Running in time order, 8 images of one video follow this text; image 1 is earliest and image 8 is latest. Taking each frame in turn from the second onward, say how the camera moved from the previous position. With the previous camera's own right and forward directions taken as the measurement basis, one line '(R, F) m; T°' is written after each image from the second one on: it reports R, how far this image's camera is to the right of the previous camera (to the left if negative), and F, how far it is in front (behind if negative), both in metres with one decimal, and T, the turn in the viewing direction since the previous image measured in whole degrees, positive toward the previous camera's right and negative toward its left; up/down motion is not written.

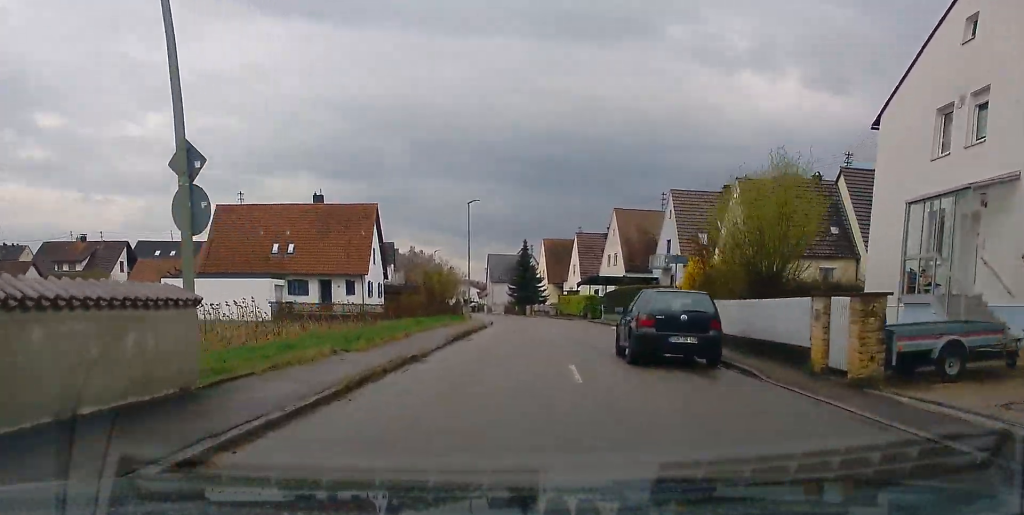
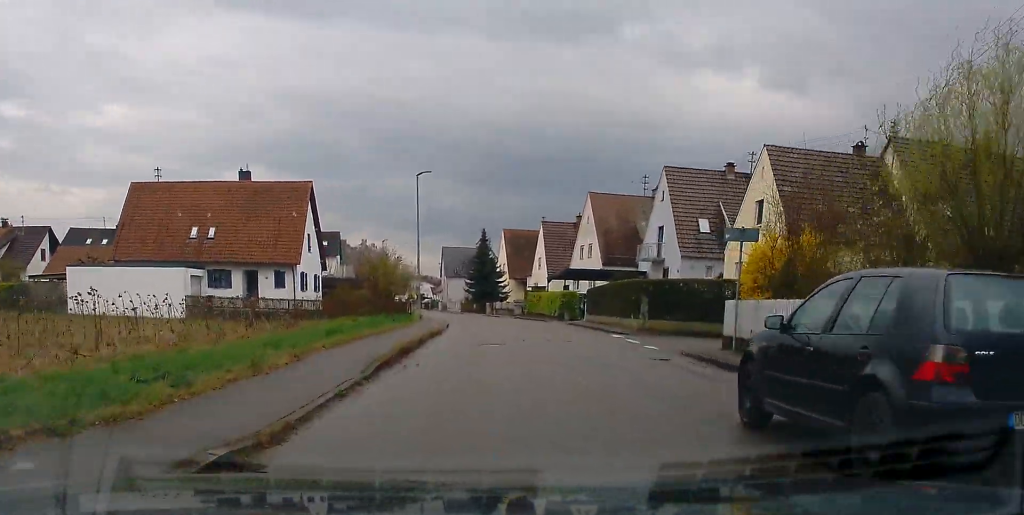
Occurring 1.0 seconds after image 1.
(-0.3, +9.8) m; +1°
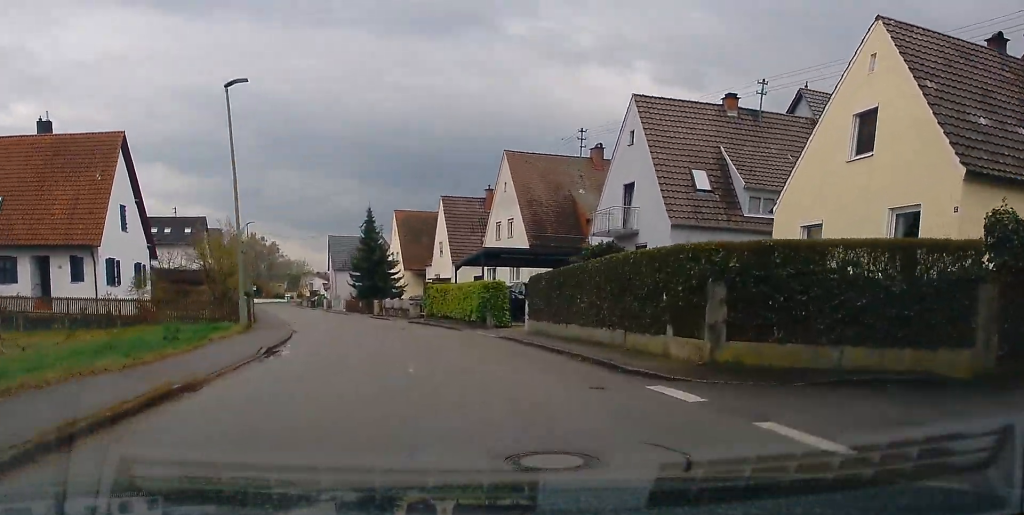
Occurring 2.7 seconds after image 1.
(+0.7, +18.2) m; -1°
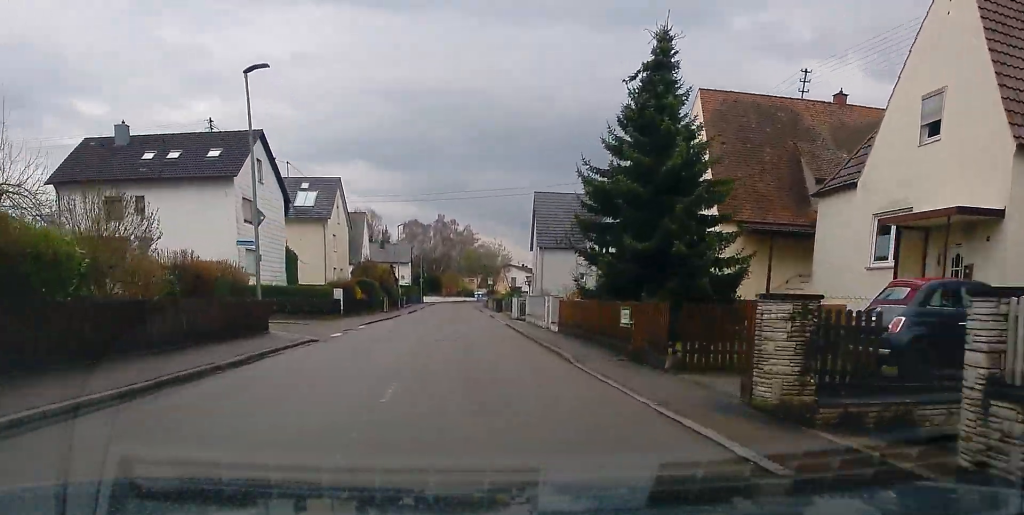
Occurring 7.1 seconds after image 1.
(-4.1, +48.9) m; -8°
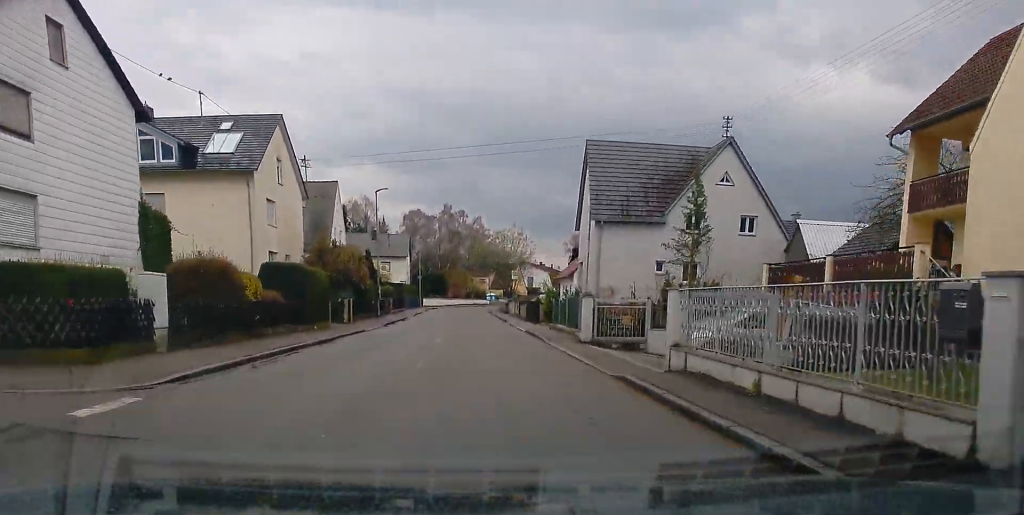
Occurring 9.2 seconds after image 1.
(-0.4, +24.2) m; -1°
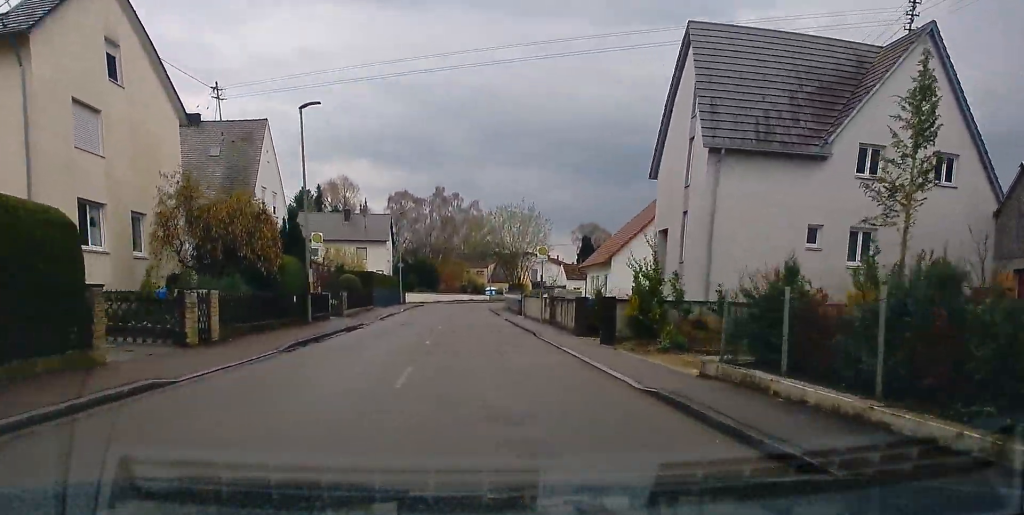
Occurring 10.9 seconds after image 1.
(-0.1, +20.6) m; 0°
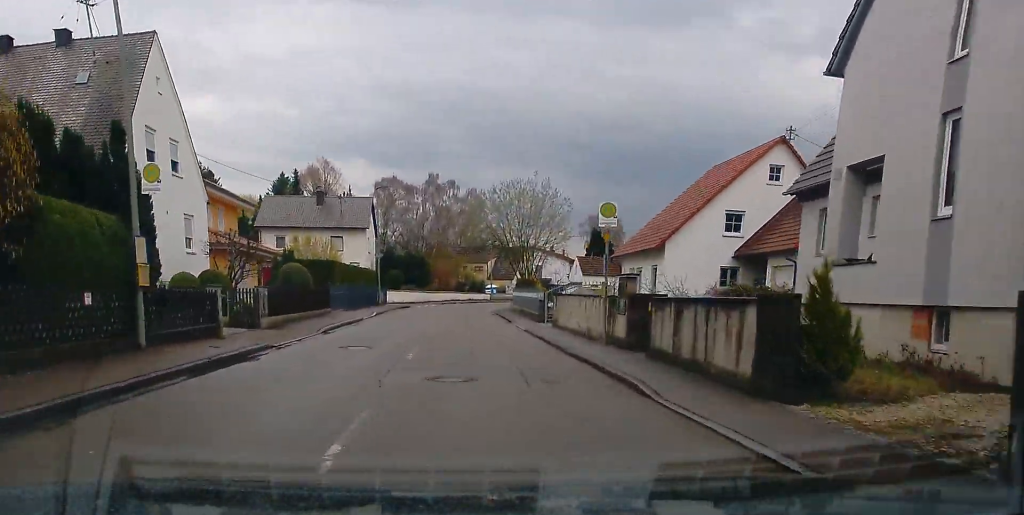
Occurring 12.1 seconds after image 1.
(-0.1, +14.6) m; 0°
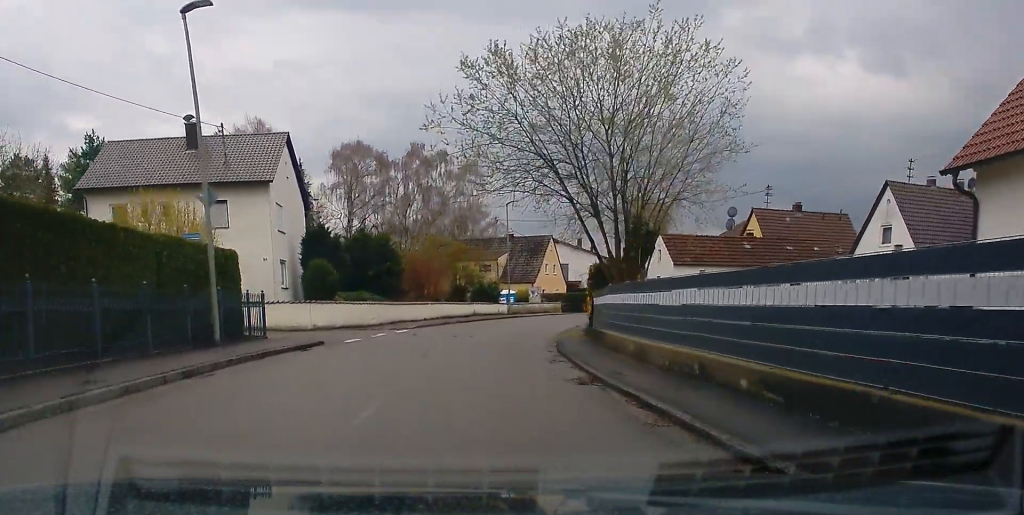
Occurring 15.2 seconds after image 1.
(+1.0, +35.1) m; +5°
